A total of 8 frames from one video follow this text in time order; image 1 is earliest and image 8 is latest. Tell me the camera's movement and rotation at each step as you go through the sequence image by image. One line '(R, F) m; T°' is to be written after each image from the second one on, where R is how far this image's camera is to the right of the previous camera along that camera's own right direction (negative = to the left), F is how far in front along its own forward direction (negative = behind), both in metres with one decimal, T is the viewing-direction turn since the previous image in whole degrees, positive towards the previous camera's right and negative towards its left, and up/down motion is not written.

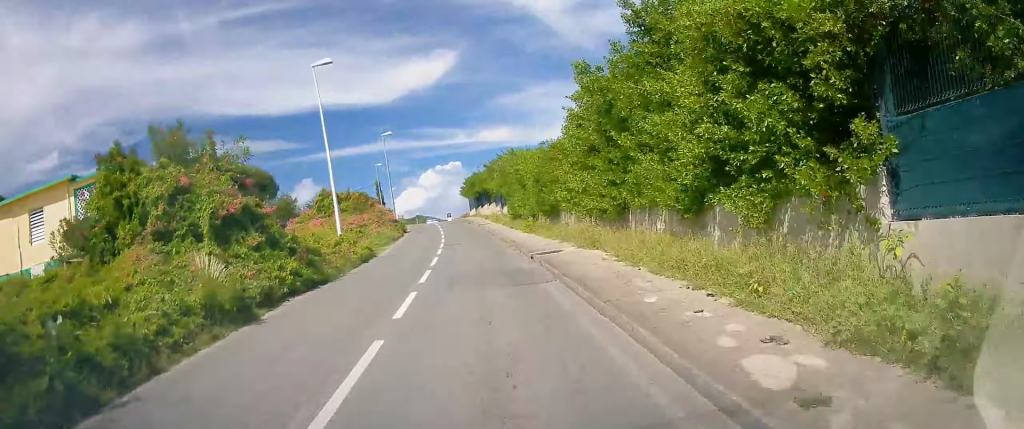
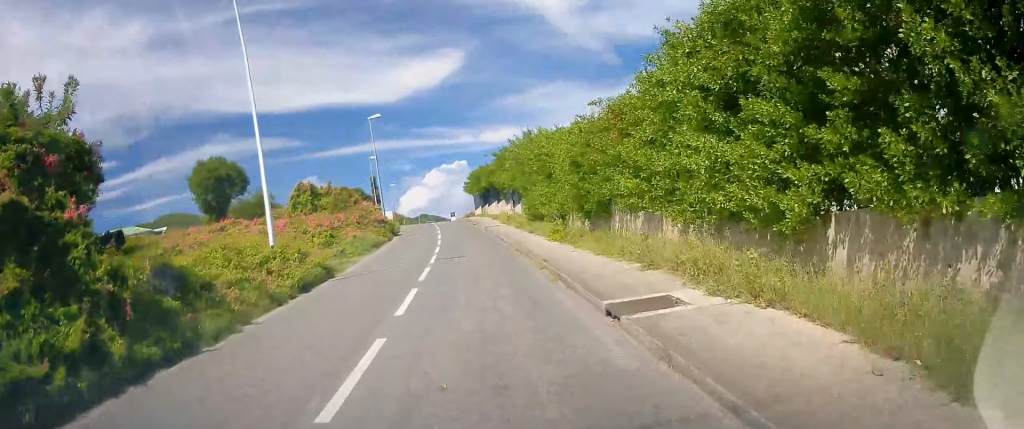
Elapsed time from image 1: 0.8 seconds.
(+0.2, +8.5) m; -1°
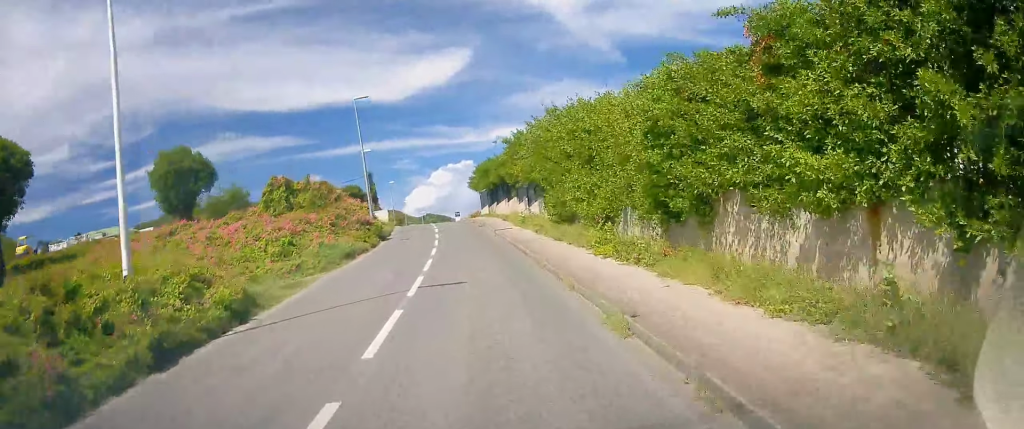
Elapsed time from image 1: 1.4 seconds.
(-0.1, +7.0) m; -1°
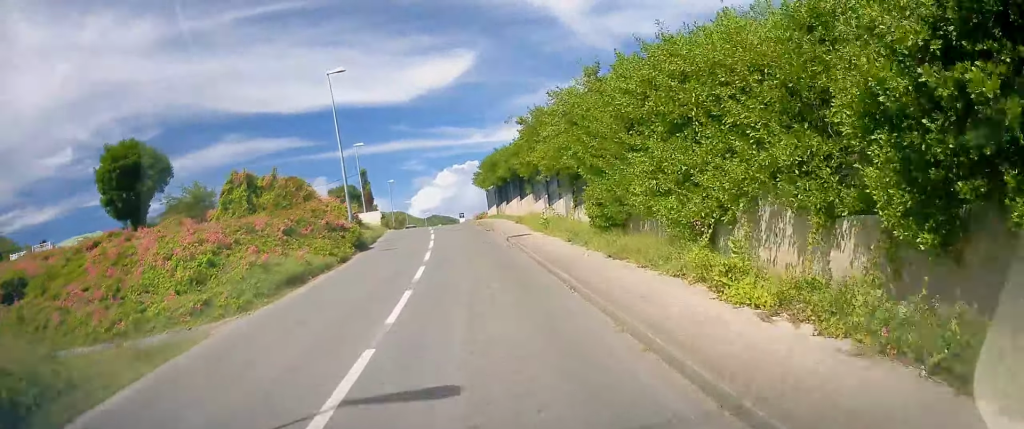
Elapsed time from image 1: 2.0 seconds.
(-0.4, +7.0) m; -2°
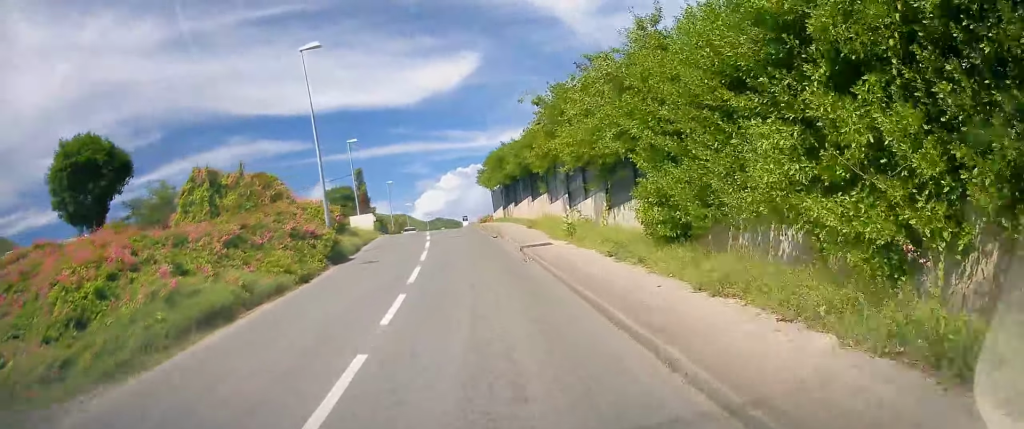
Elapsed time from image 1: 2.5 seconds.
(+0.1, +4.7) m; 0°
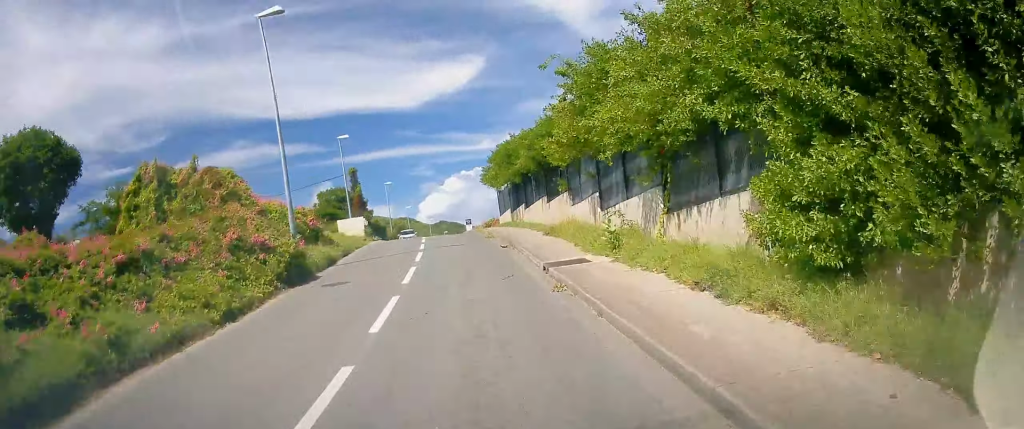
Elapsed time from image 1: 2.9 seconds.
(+0.1, +4.7) m; +1°
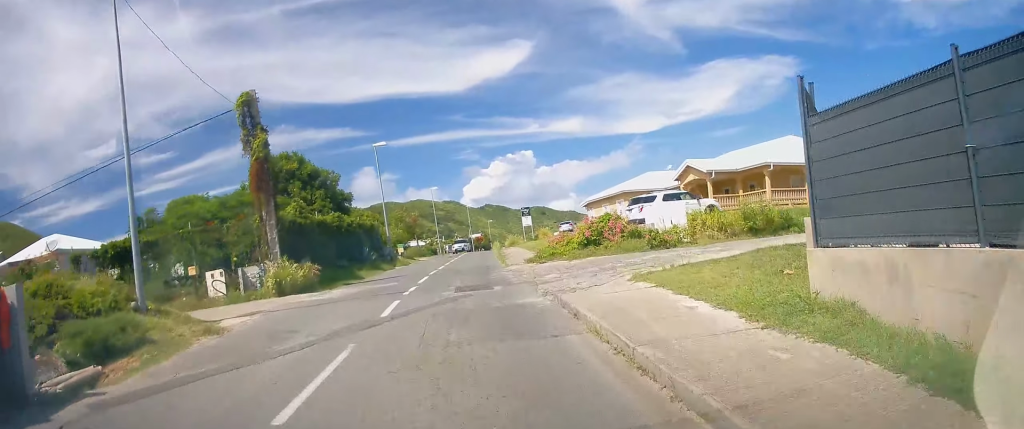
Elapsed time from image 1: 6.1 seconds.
(-2.2, +33.3) m; -5°
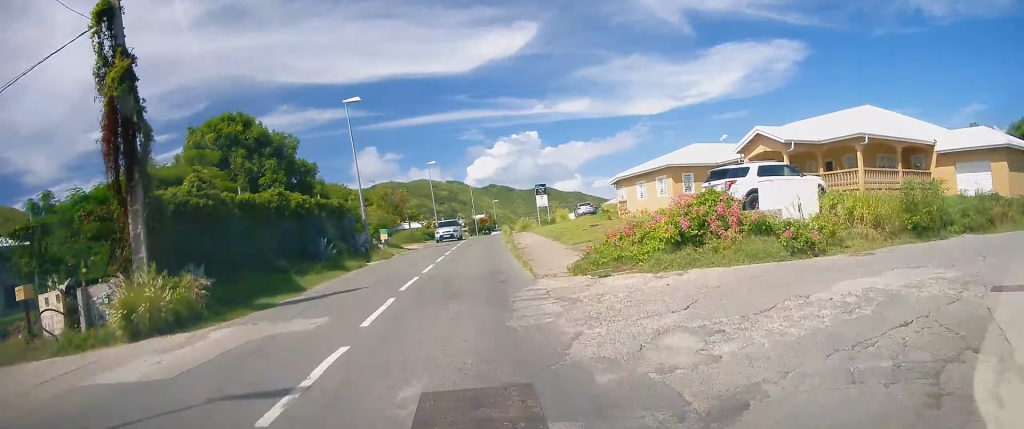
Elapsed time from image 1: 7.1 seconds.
(0.0, +9.4) m; 0°
